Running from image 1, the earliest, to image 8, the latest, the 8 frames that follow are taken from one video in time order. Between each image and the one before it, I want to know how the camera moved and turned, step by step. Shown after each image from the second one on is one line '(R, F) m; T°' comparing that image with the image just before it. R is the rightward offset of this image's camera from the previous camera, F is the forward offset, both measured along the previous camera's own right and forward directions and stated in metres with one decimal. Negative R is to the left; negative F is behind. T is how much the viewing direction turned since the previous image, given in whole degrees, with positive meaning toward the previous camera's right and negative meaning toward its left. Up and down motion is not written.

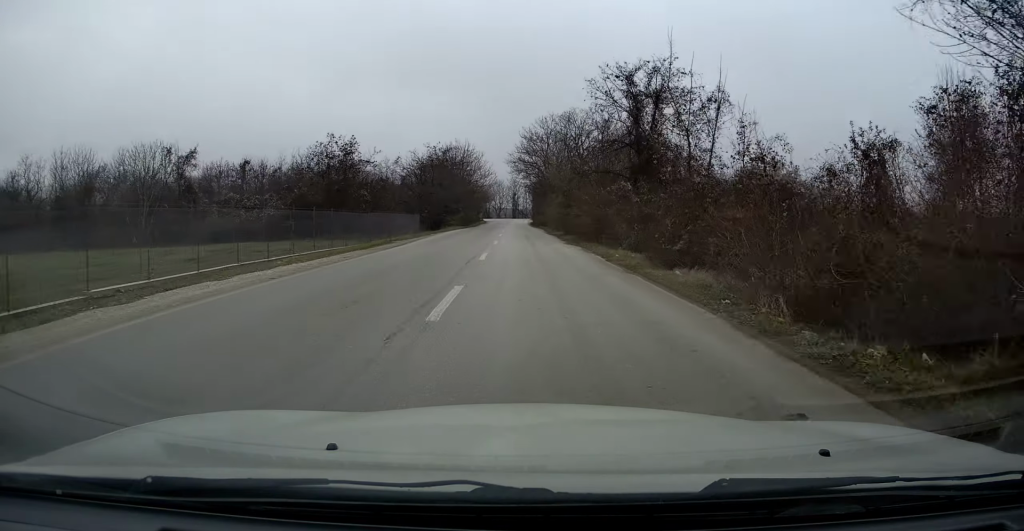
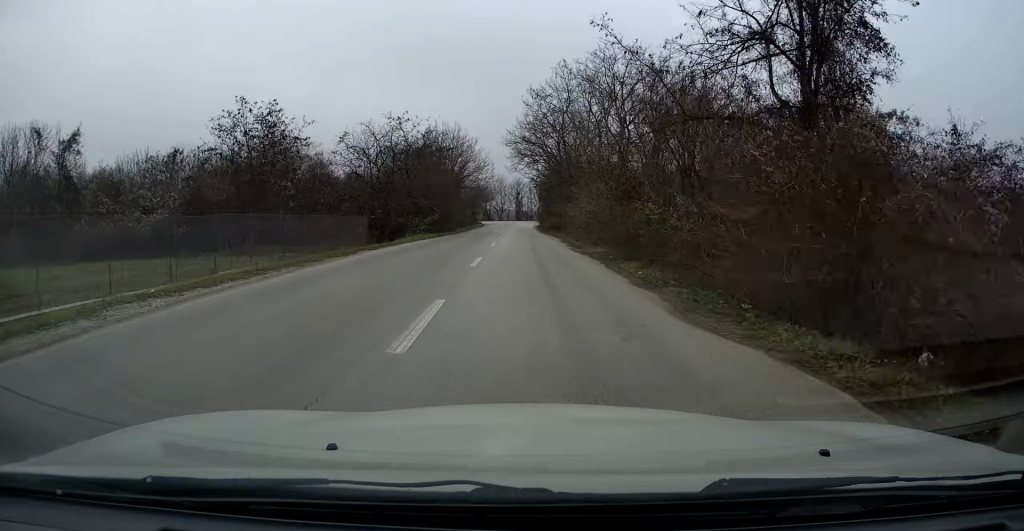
(-0.2, +19.8) m; +1°
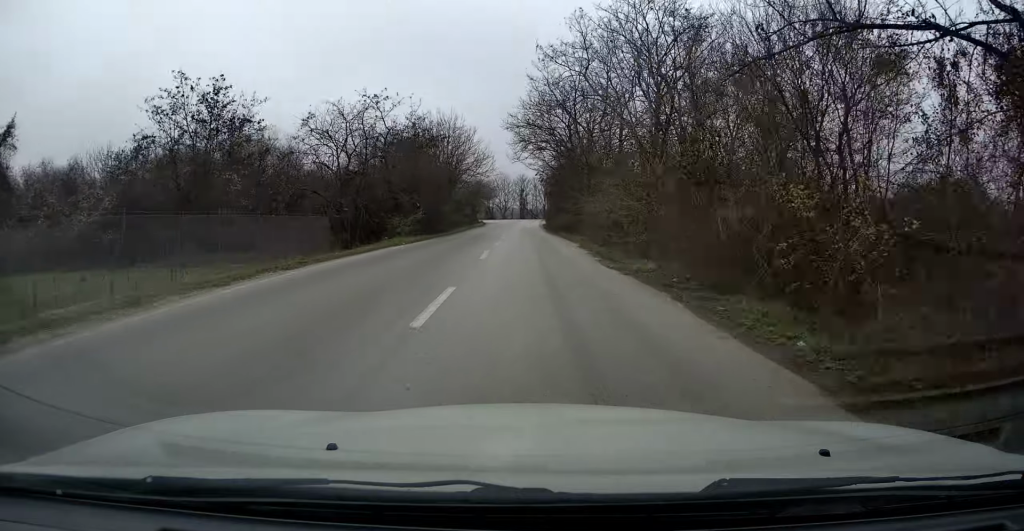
(+0.1, +7.9) m; 0°
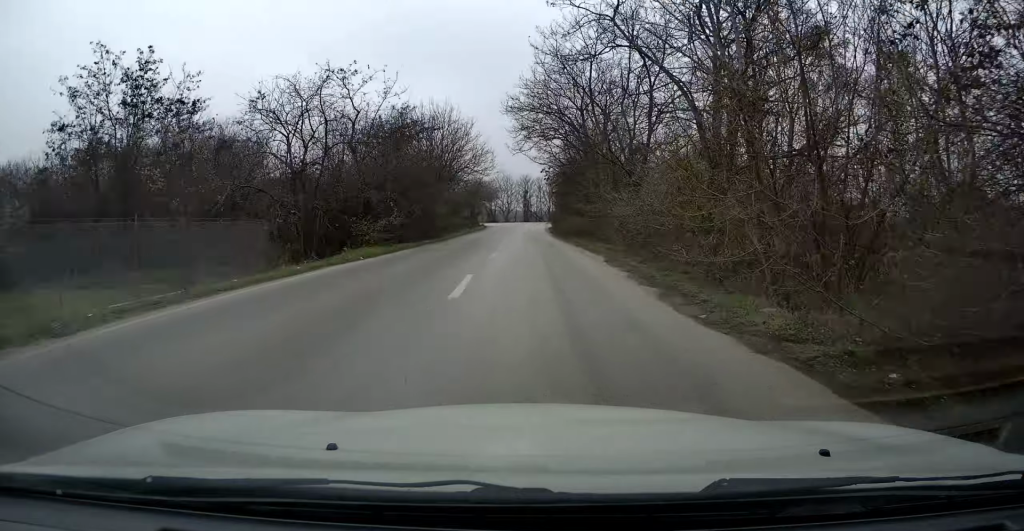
(+0.1, +7.3) m; -1°
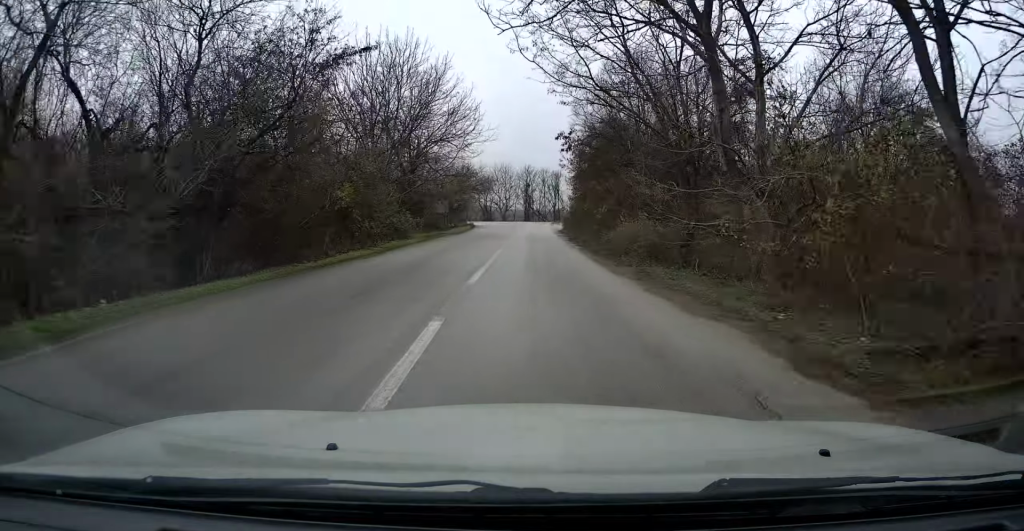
(-0.7, +22.3) m; -2°
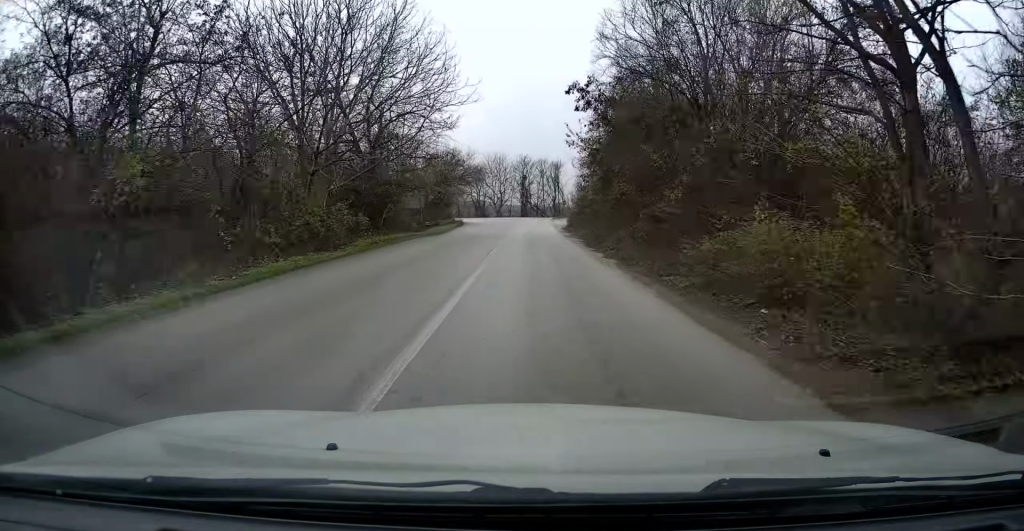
(0.0, +11.1) m; +1°
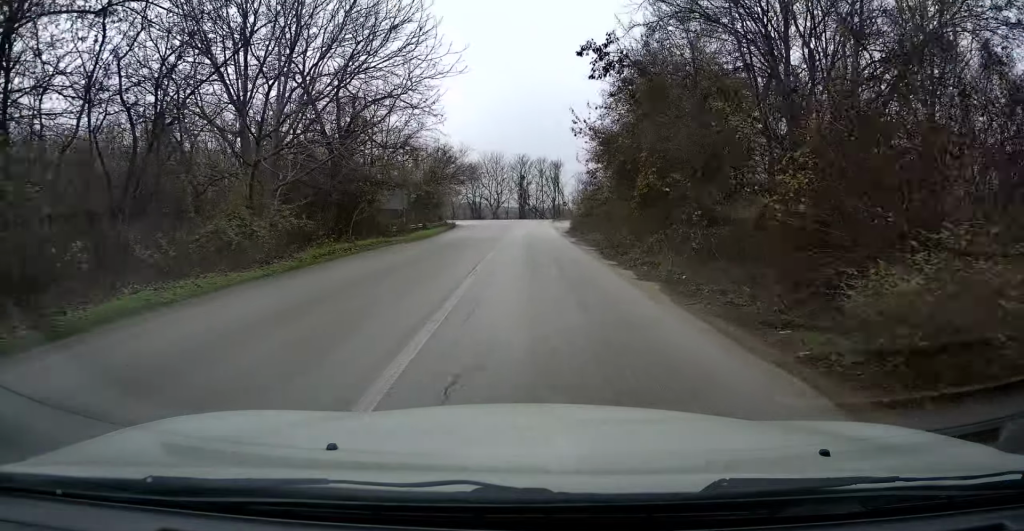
(-0.1, +5.5) m; +1°
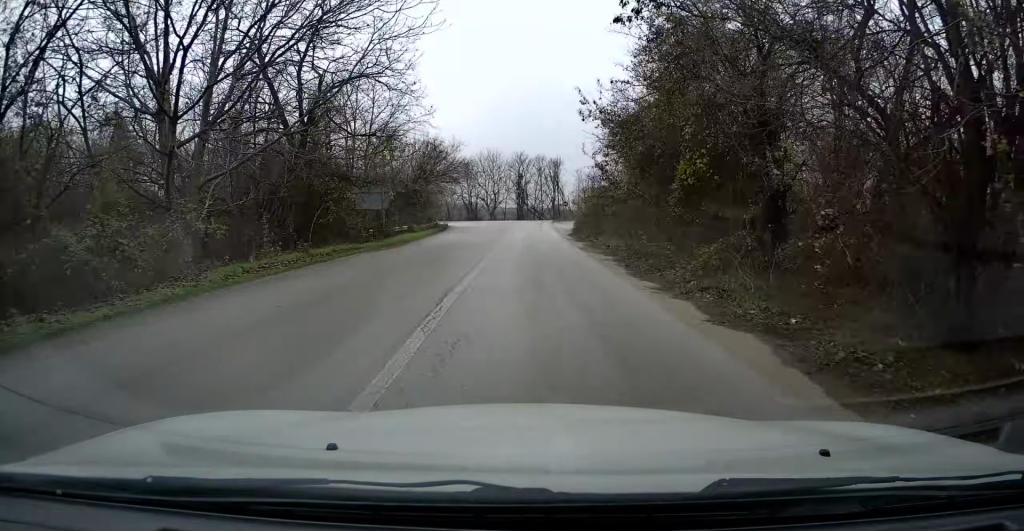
(+0.2, +4.9) m; 0°
